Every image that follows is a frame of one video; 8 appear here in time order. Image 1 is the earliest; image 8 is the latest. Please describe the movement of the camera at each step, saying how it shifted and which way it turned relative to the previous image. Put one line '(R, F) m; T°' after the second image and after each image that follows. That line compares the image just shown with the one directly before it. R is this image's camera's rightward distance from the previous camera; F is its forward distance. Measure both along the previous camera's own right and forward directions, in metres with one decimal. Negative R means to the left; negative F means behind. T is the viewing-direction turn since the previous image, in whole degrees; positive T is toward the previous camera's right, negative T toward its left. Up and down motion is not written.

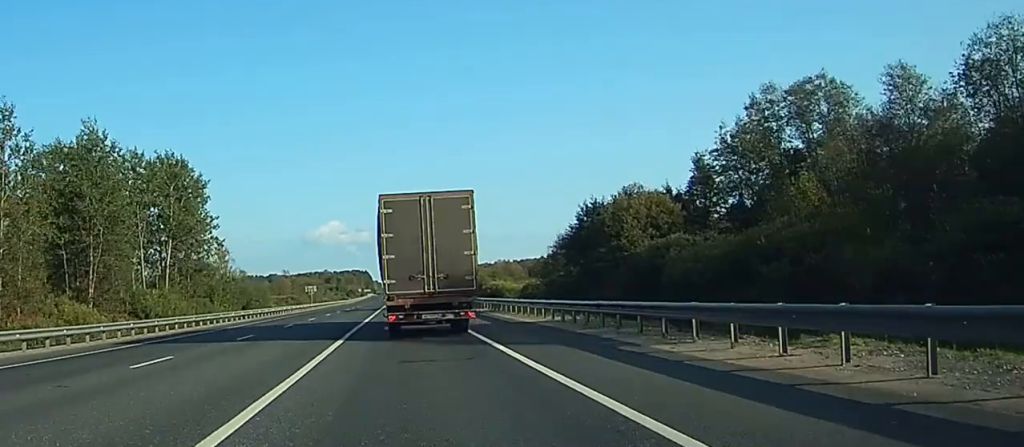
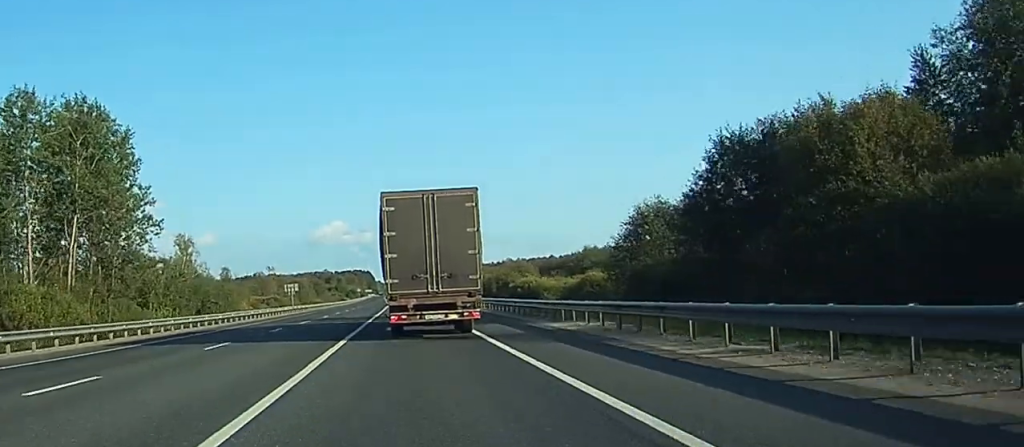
(+0.1, +29.6) m; 0°
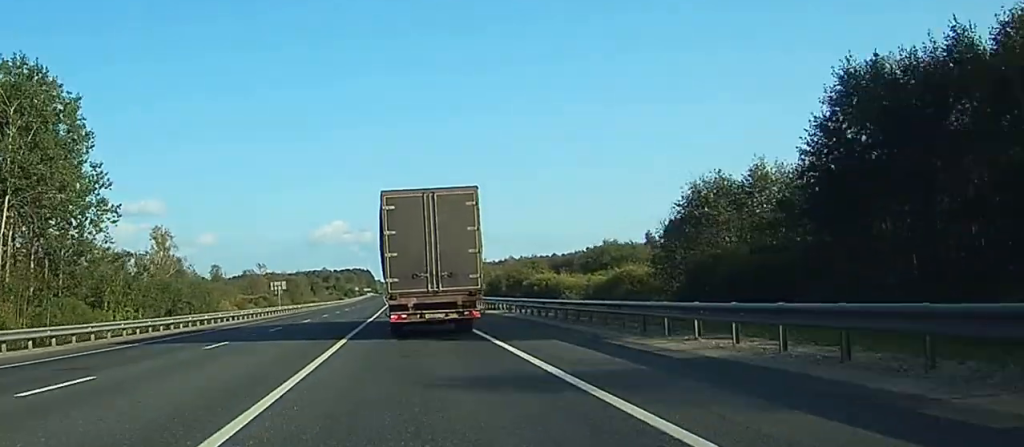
(0.0, +12.4) m; 0°
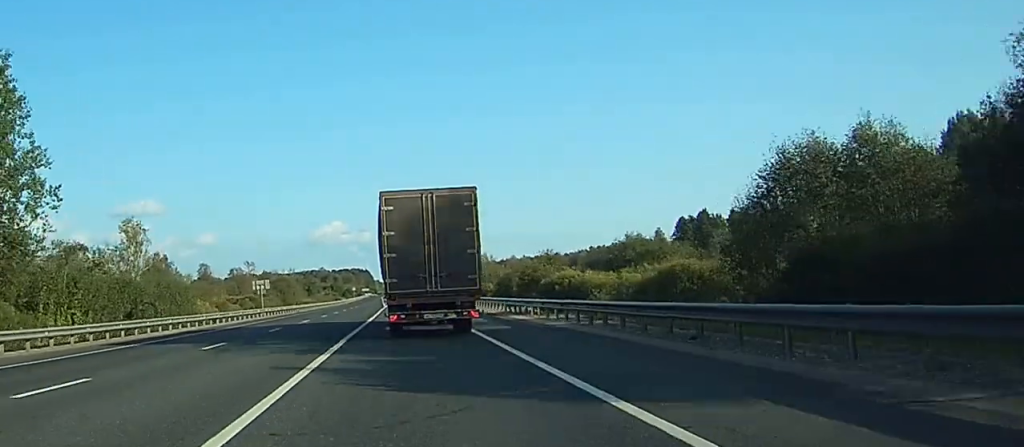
(0.0, +12.2) m; 0°
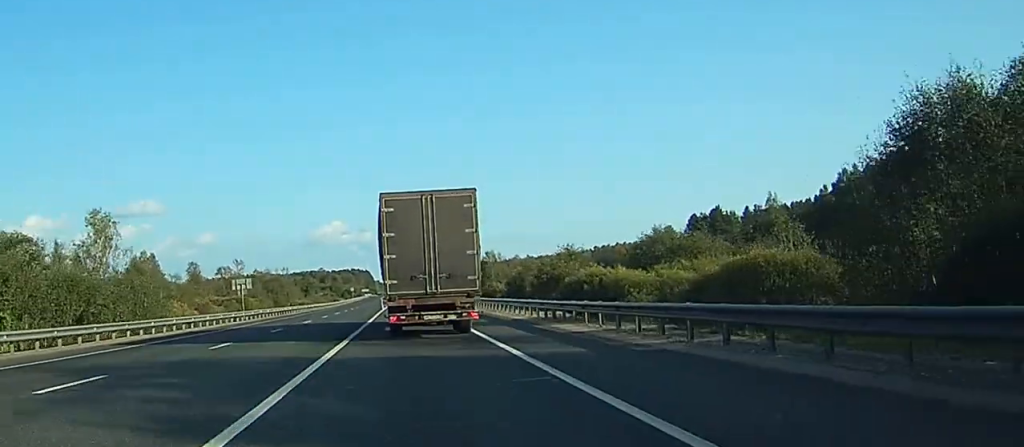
(0.0, +11.4) m; 0°
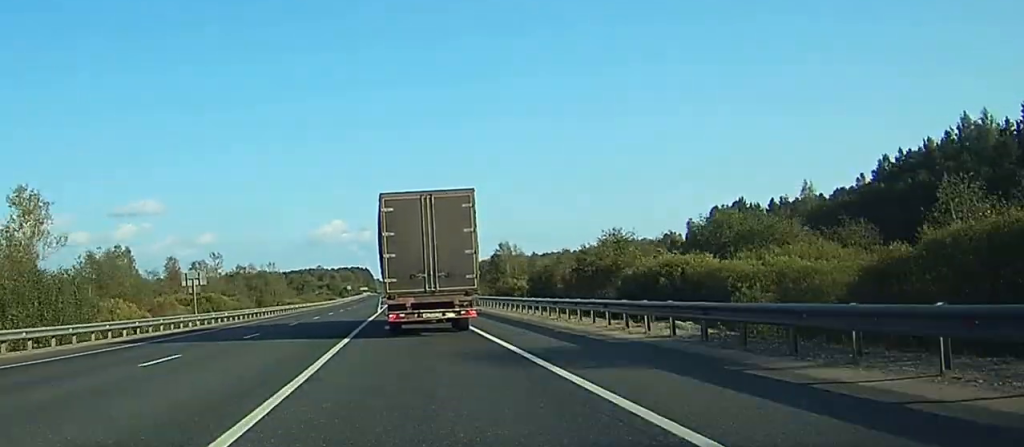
(0.0, +18.9) m; 0°
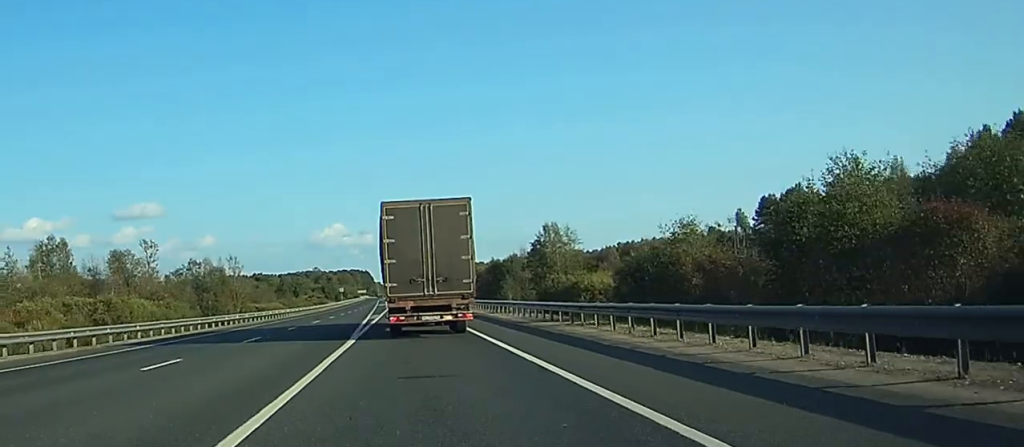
(+0.1, +36.4) m; 0°
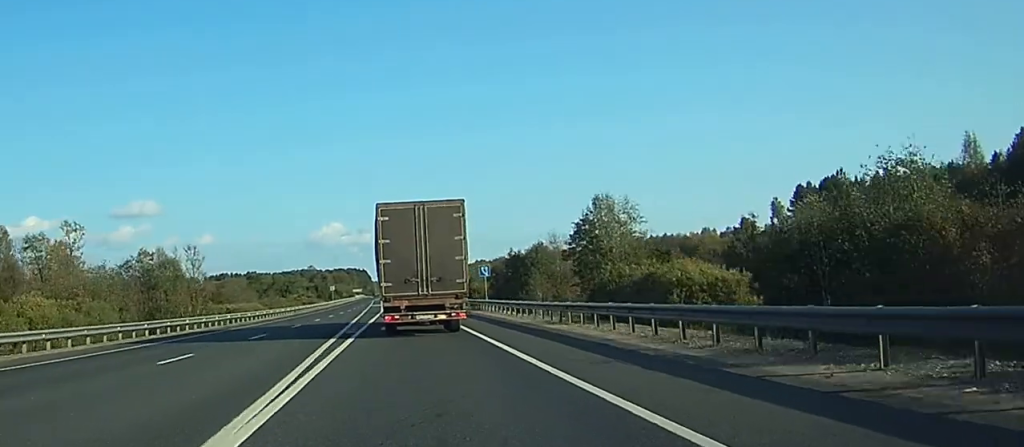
(0.0, +22.2) m; 0°
